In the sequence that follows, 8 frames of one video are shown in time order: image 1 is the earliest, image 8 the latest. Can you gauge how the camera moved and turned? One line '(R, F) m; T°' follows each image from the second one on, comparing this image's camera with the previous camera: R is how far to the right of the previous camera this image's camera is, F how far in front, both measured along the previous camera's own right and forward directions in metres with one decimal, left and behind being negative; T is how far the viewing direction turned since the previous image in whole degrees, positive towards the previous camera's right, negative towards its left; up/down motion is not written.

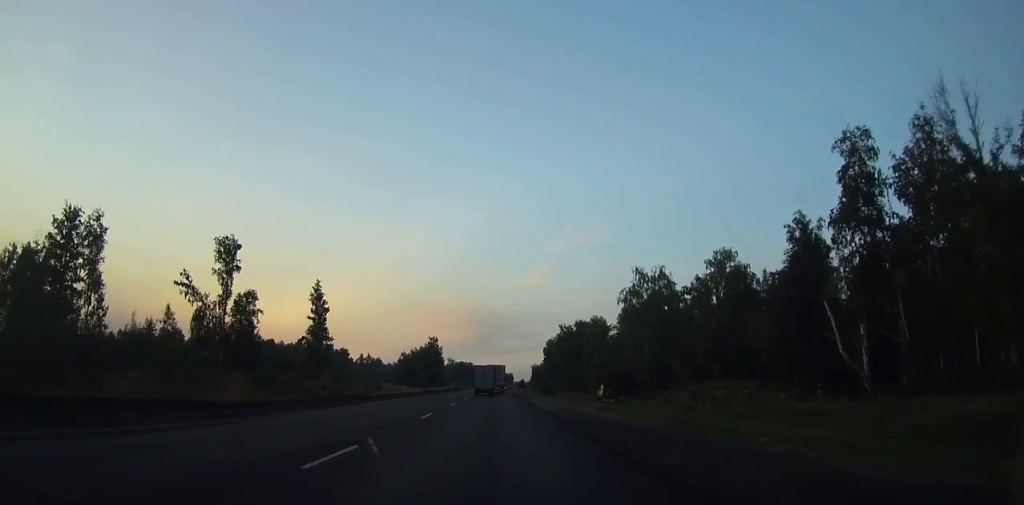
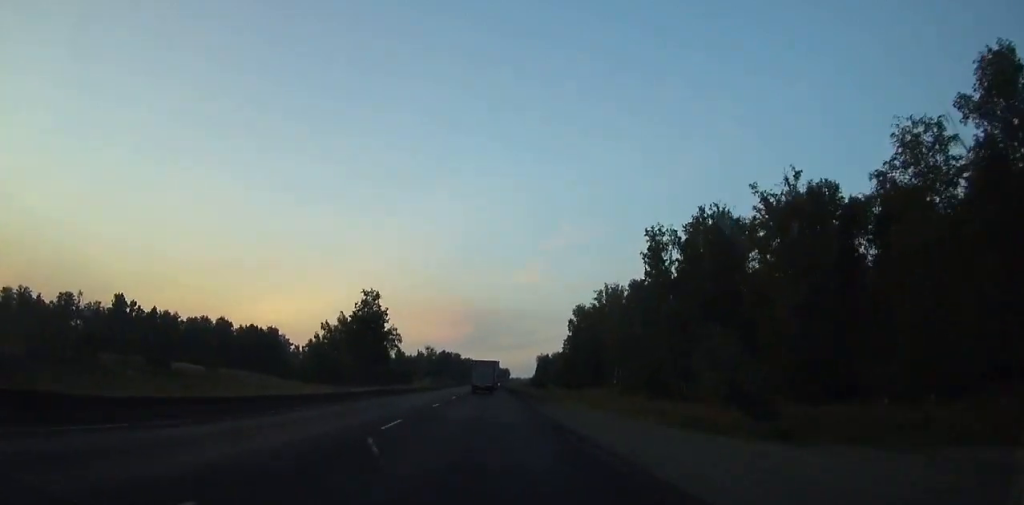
(-0.2, +114.3) m; 0°
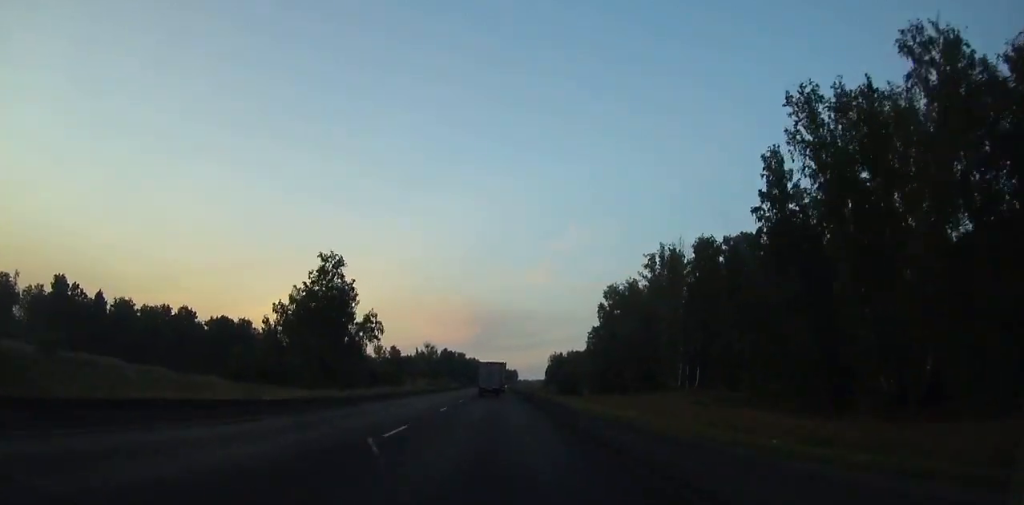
(0.0, +37.1) m; 0°
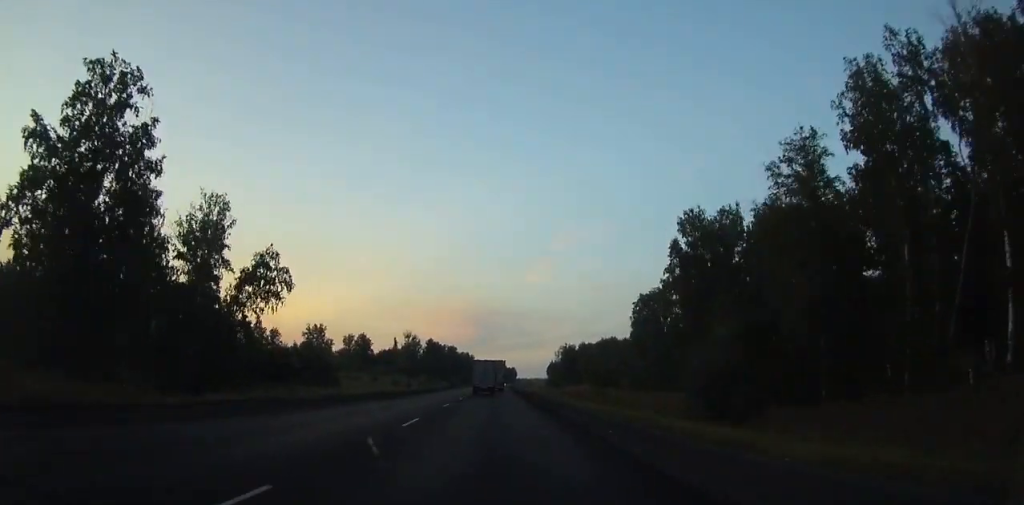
(-0.1, +57.3) m; 0°
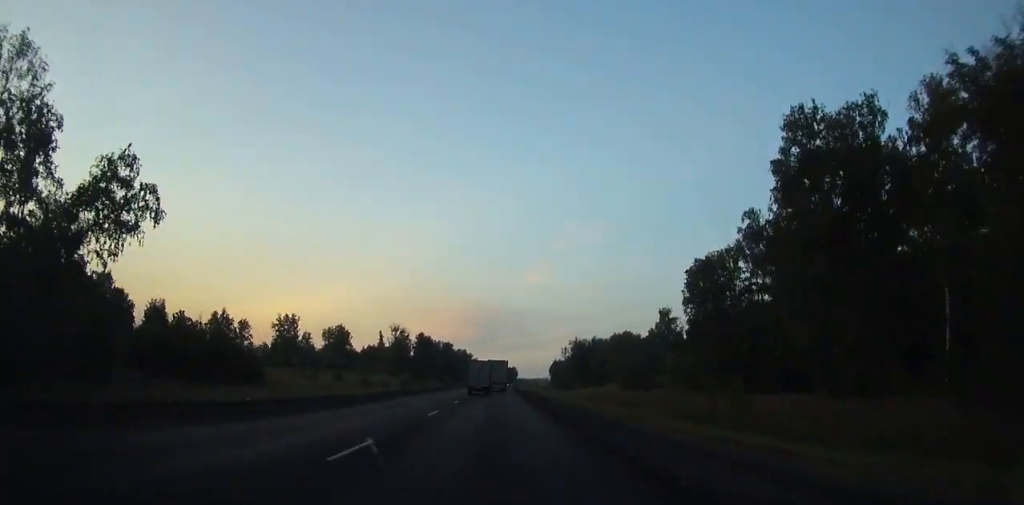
(0.0, +32.4) m; 0°
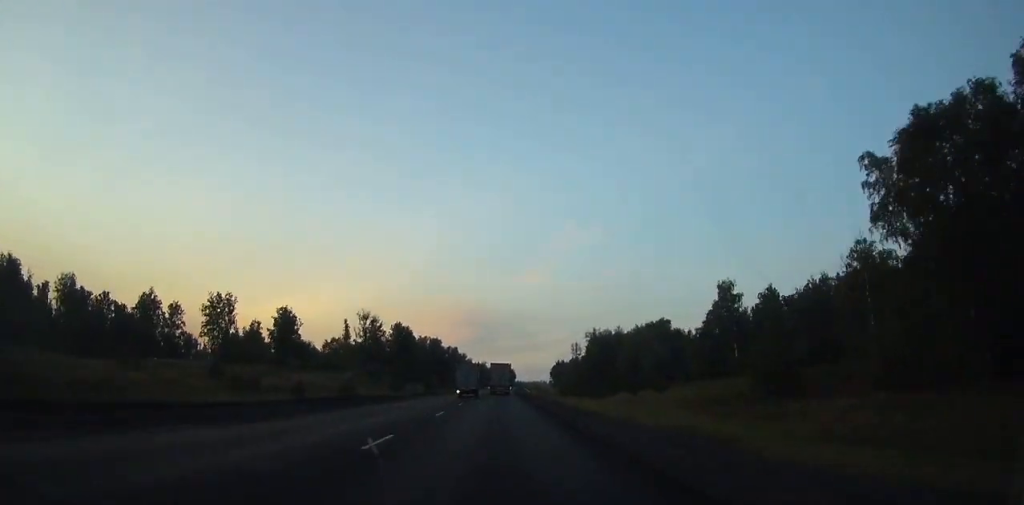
(+0.1, +46.7) m; 0°
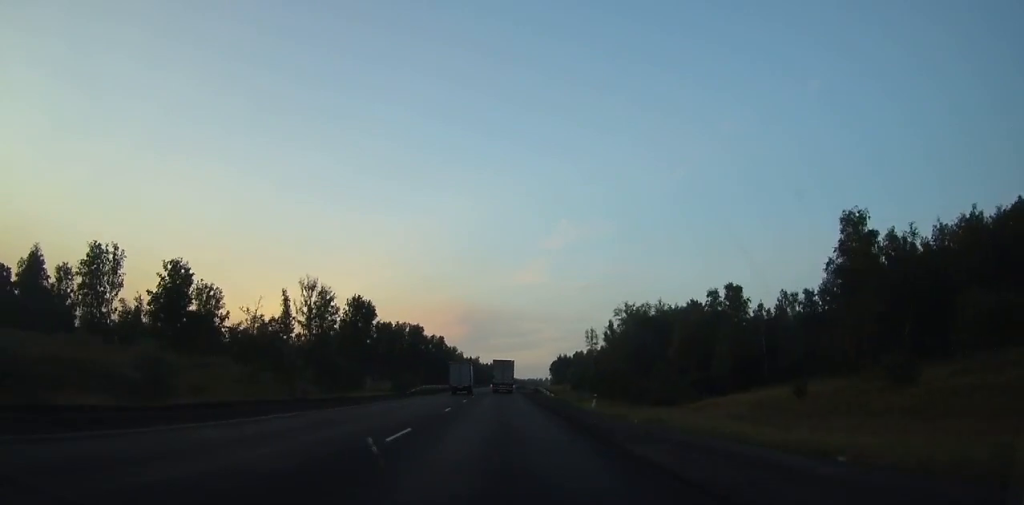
(+0.1, +46.8) m; +1°
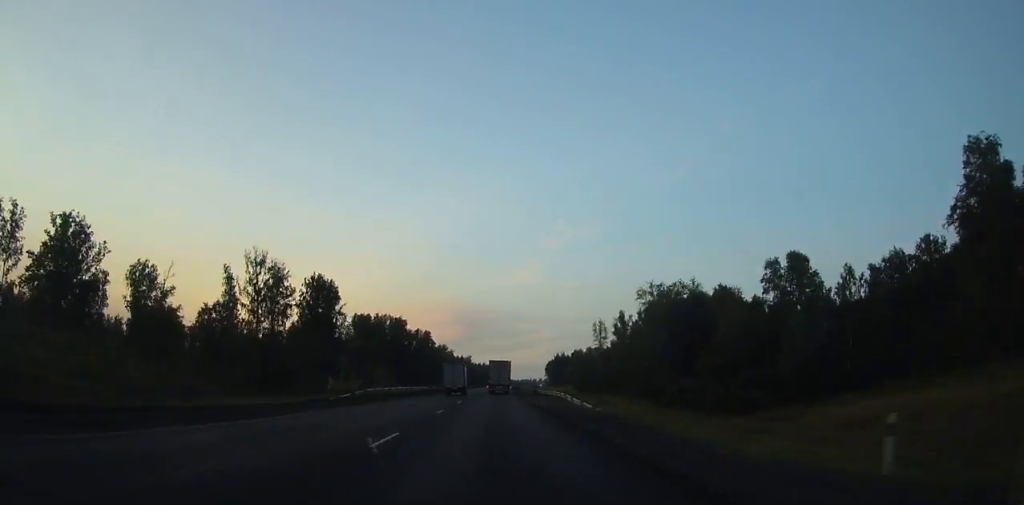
(+0.2, +24.7) m; 0°
